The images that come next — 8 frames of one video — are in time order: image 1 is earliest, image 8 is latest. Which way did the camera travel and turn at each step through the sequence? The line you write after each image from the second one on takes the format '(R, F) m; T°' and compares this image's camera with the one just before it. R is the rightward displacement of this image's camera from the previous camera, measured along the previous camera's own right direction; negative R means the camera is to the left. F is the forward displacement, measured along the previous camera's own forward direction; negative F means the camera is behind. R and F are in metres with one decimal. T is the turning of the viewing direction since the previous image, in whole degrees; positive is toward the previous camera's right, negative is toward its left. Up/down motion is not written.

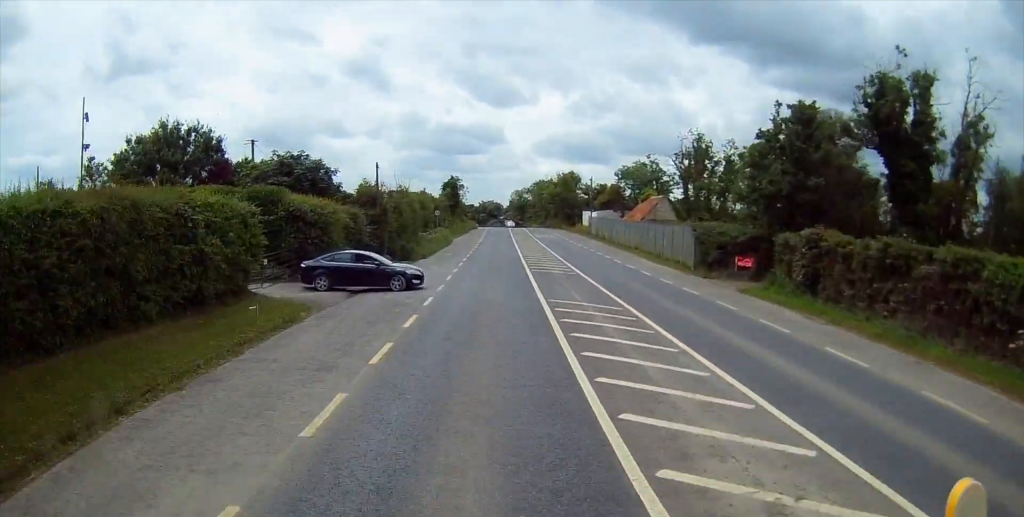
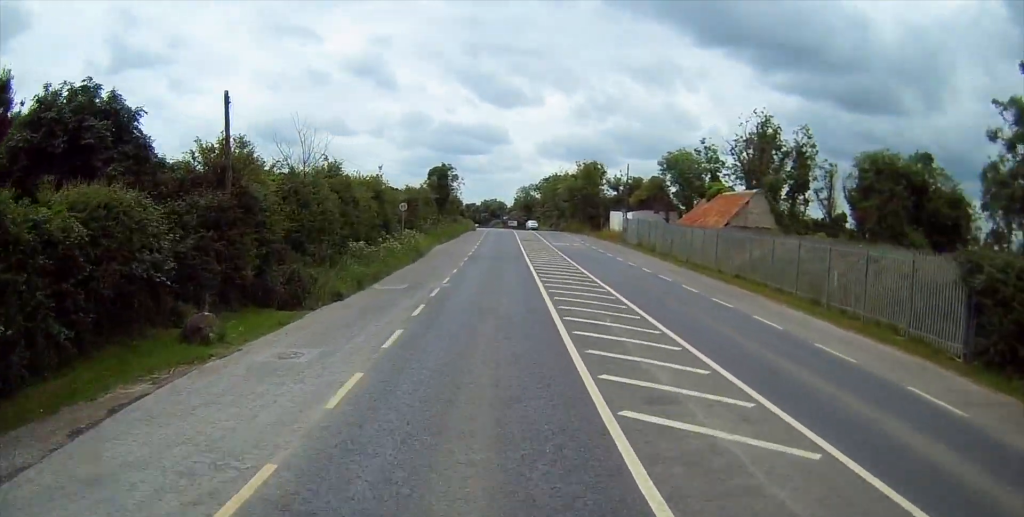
(0.0, +23.7) m; 0°
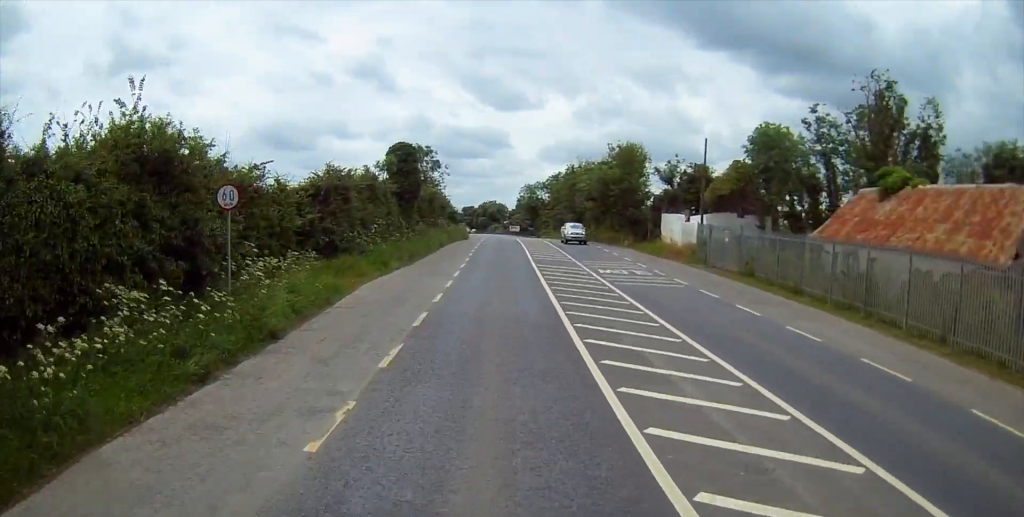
(-0.1, +26.5) m; 0°
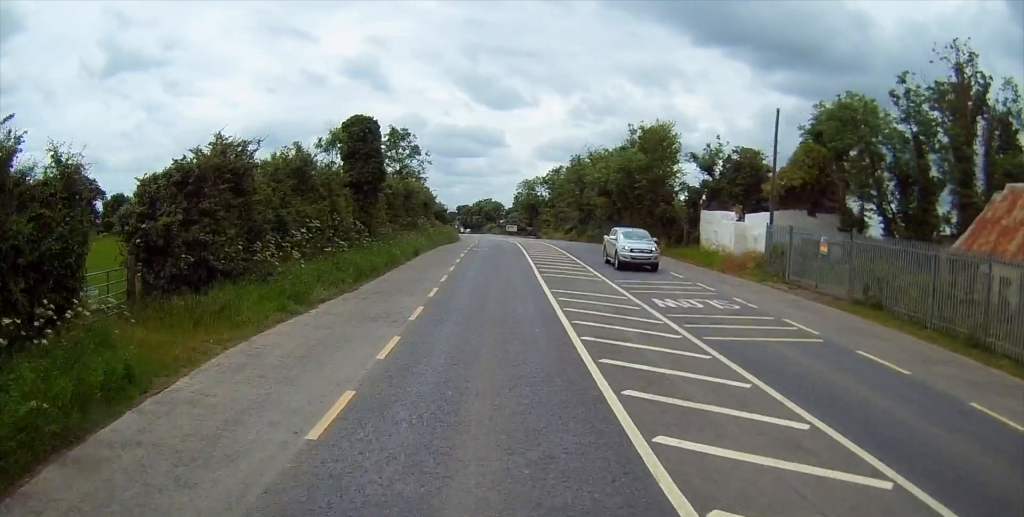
(+0.1, +12.3) m; 0°
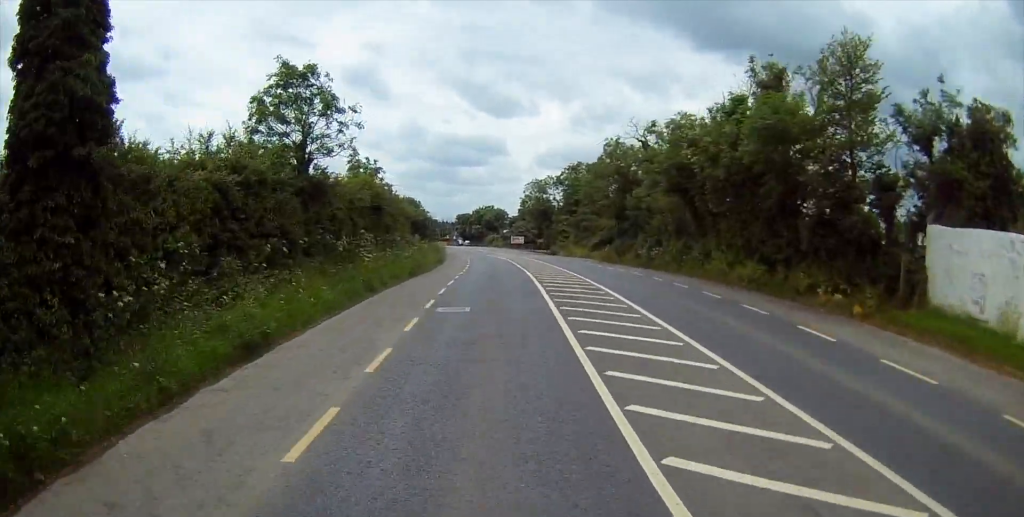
(0.0, +25.4) m; 0°
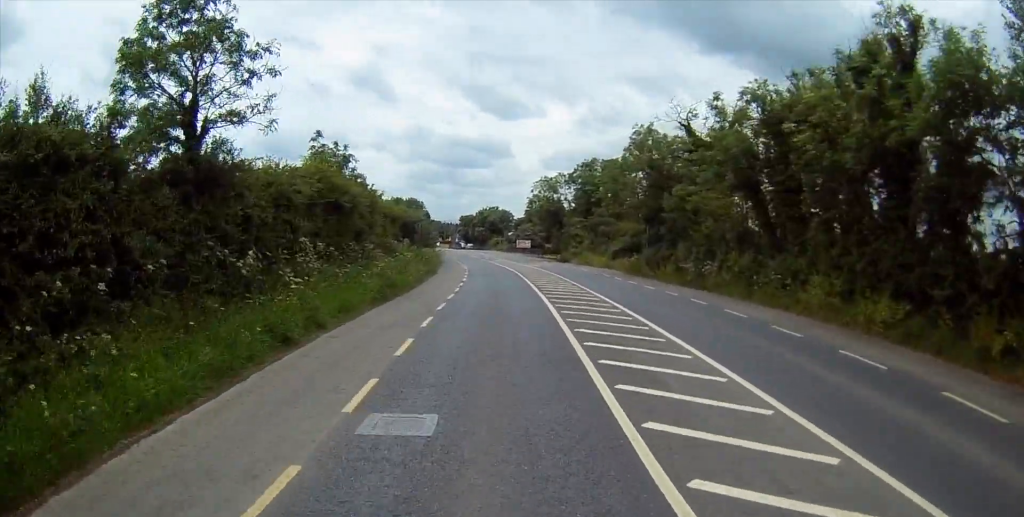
(0.0, +10.3) m; 0°
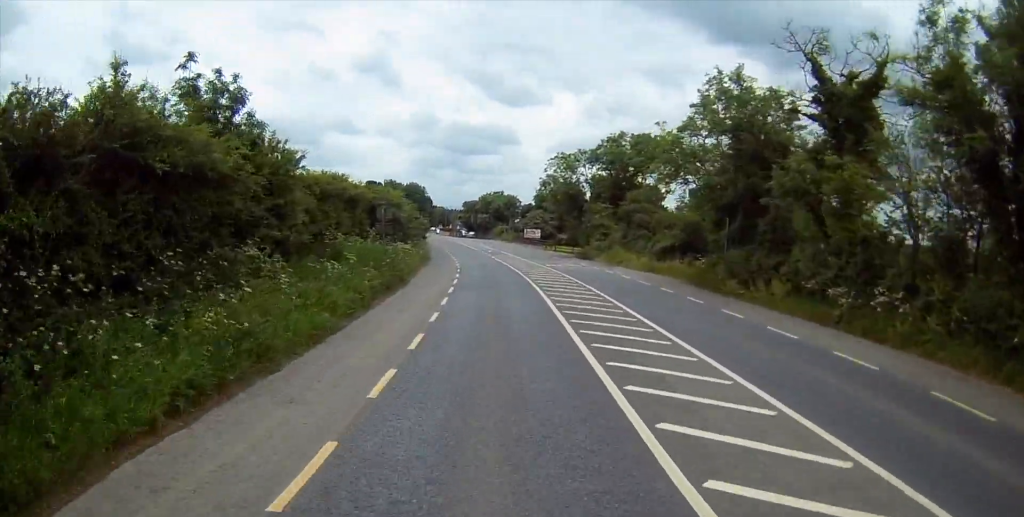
(0.0, +15.9) m; -1°
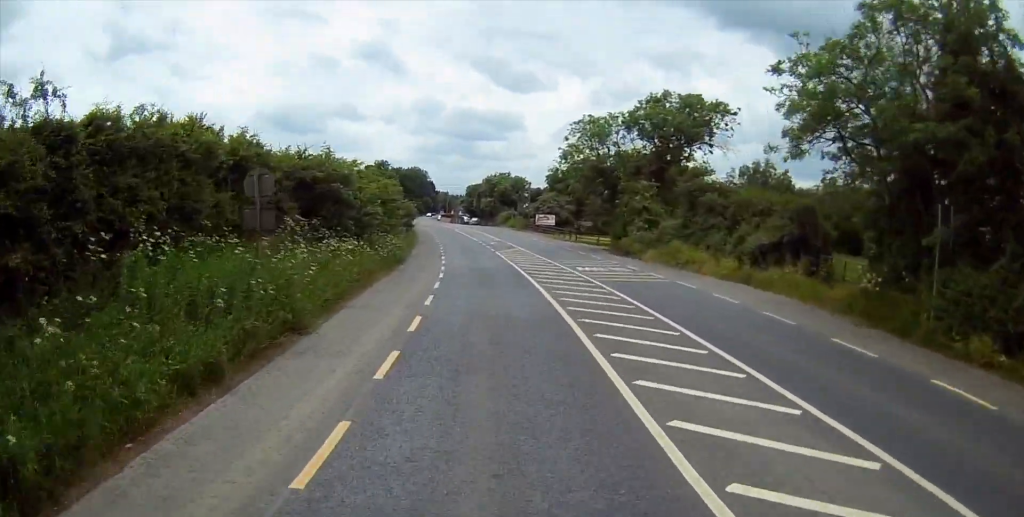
(-0.3, +16.3) m; -1°
